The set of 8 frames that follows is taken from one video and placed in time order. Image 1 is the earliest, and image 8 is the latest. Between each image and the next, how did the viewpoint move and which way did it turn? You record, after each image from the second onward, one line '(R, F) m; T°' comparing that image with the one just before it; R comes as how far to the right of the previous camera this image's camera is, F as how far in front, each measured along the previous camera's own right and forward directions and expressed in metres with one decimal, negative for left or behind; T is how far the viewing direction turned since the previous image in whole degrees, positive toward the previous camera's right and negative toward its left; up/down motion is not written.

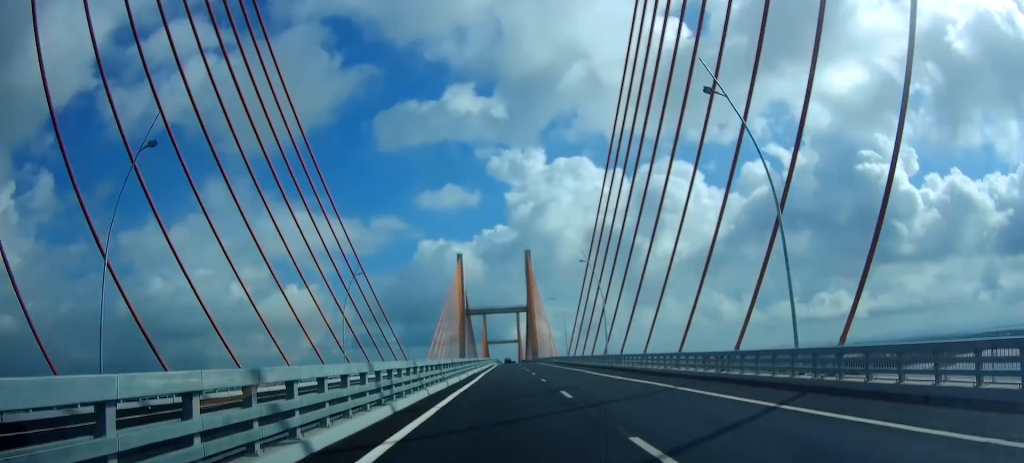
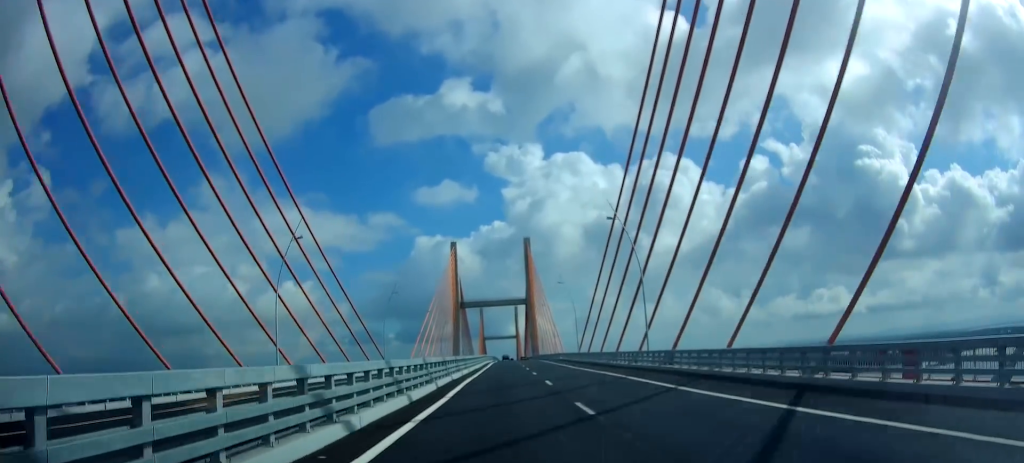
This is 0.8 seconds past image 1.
(0.0, +17.8) m; 0°
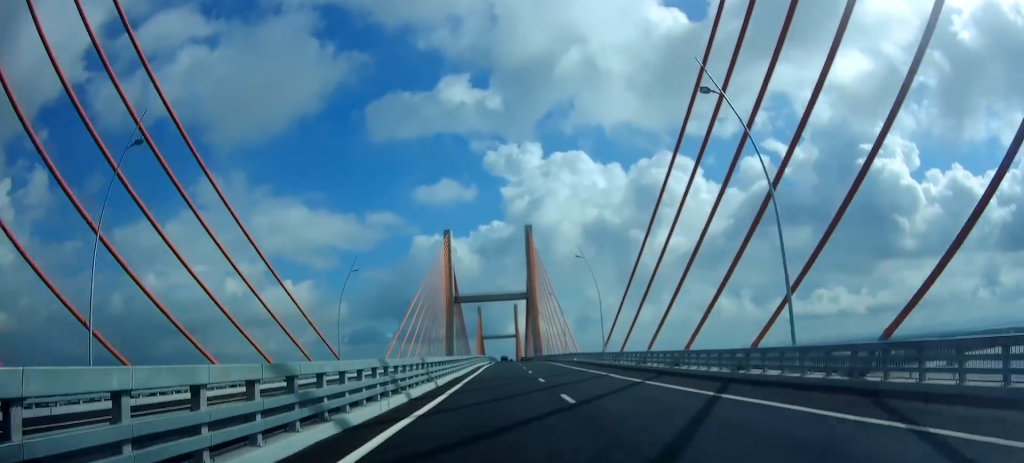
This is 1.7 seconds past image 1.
(-0.3, +20.8) m; 0°
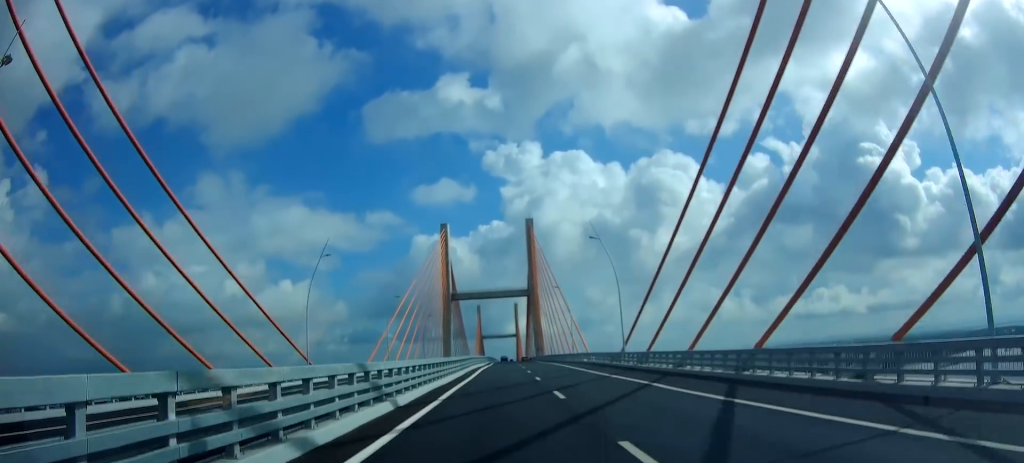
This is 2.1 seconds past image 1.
(+0.3, +10.0) m; 0°
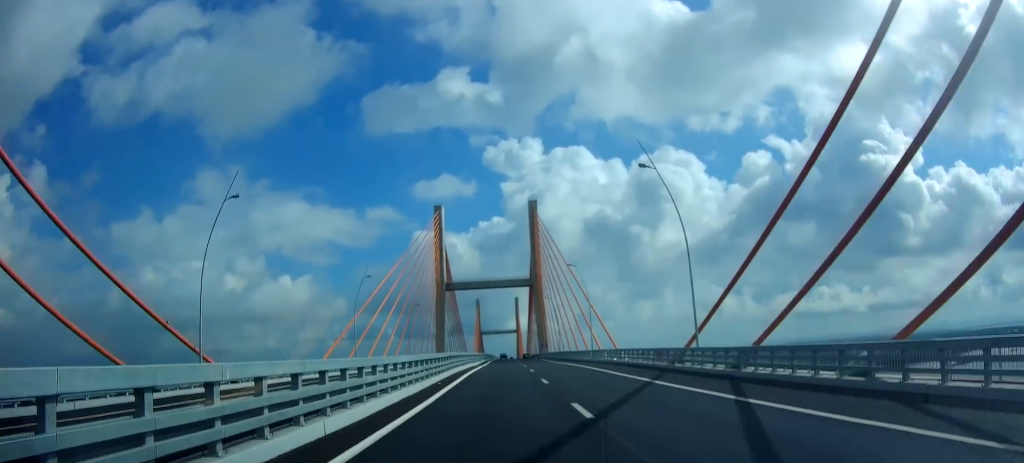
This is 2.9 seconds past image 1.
(-0.2, +18.5) m; 0°
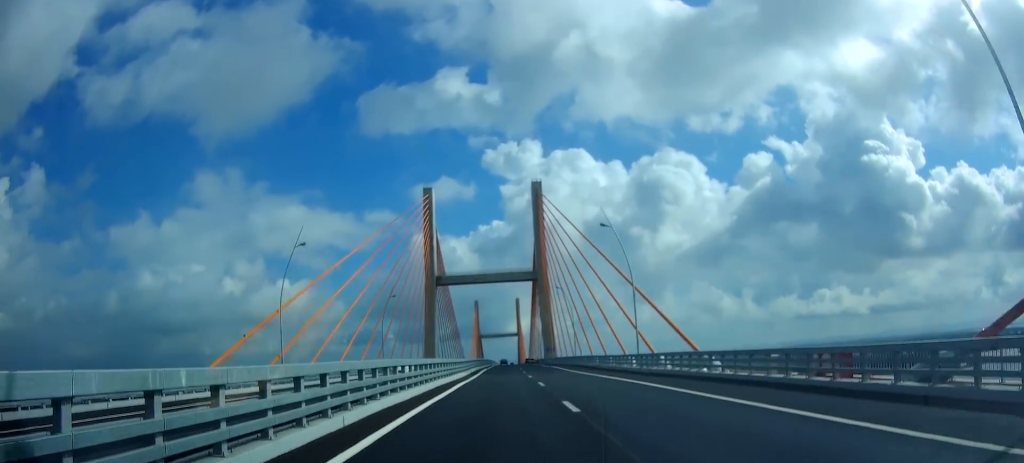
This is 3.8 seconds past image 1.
(-0.1, +21.6) m; +1°
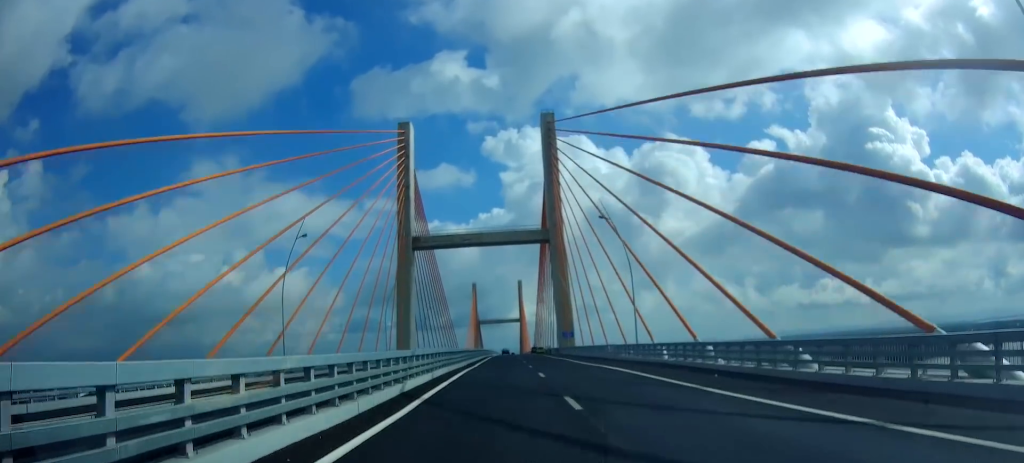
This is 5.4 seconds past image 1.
(+1.1, +37.2) m; 0°
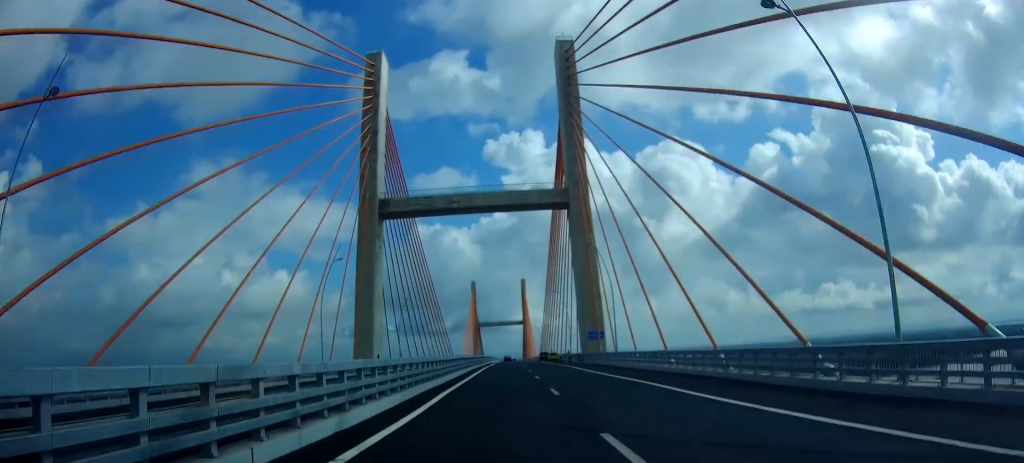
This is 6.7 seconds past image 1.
(-0.6, +29.7) m; -1°
